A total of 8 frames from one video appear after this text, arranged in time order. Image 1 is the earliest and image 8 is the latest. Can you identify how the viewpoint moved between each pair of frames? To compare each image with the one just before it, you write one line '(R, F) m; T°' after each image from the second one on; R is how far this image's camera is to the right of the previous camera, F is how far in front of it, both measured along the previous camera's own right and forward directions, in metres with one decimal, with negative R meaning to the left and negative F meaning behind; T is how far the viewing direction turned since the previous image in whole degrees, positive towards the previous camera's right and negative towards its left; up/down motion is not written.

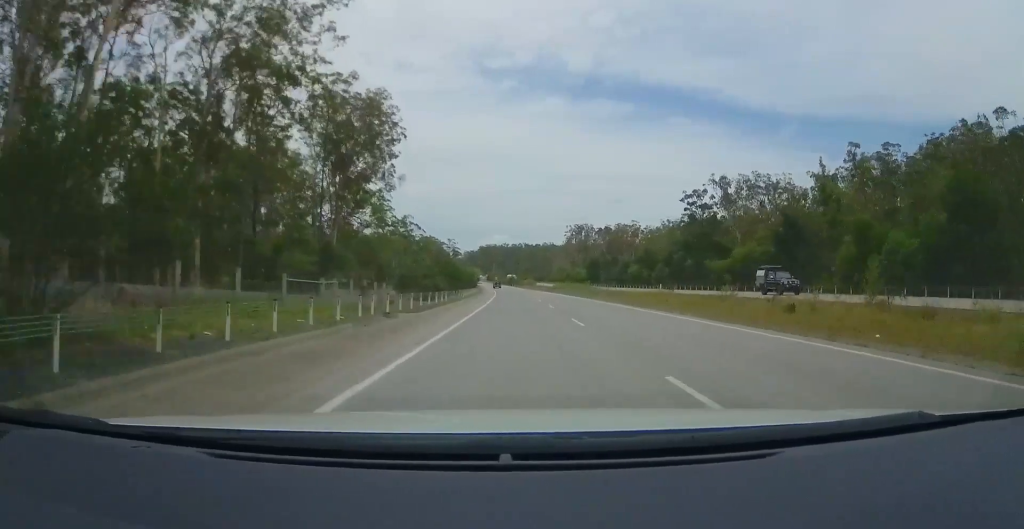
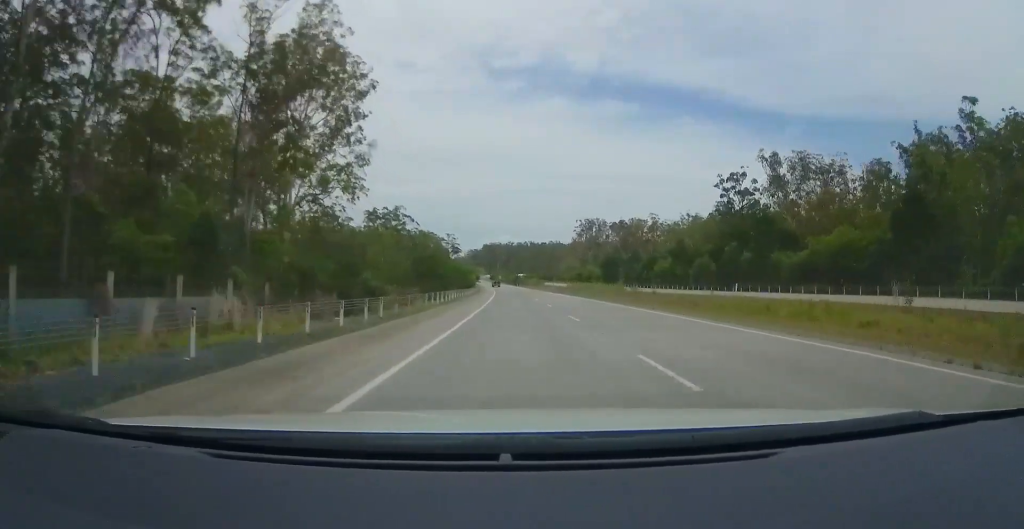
(-0.4, +20.8) m; -1°
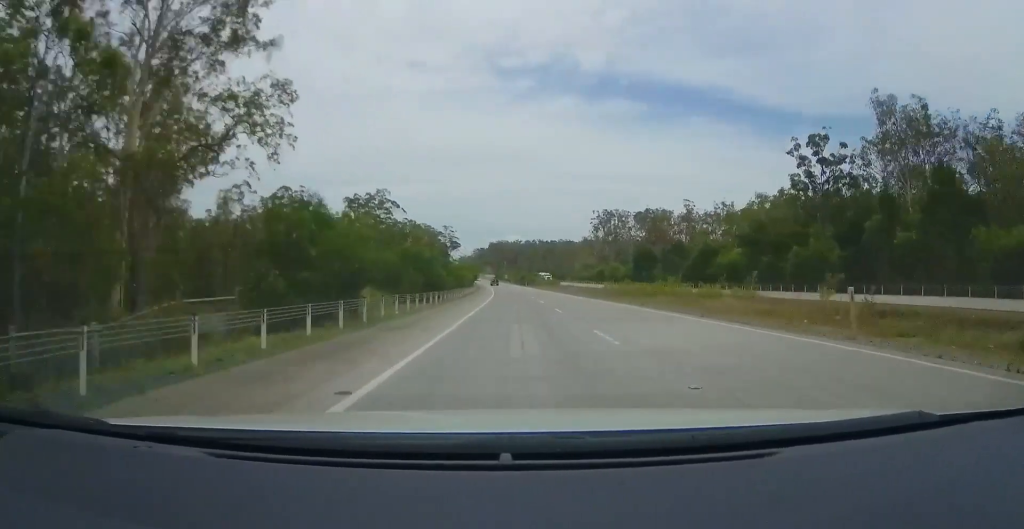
(-0.2, +30.7) m; -1°
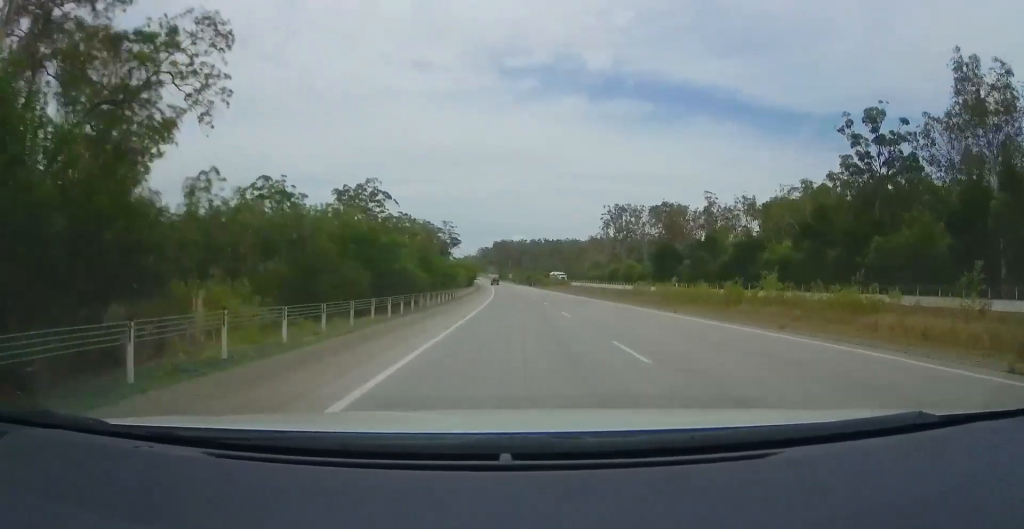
(0.0, +14.7) m; -1°
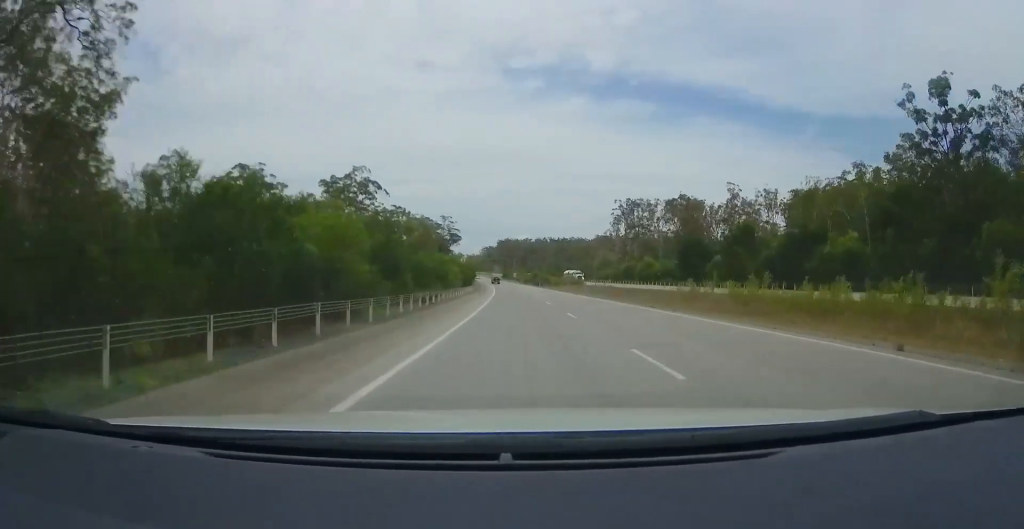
(-0.1, +13.4) m; 0°
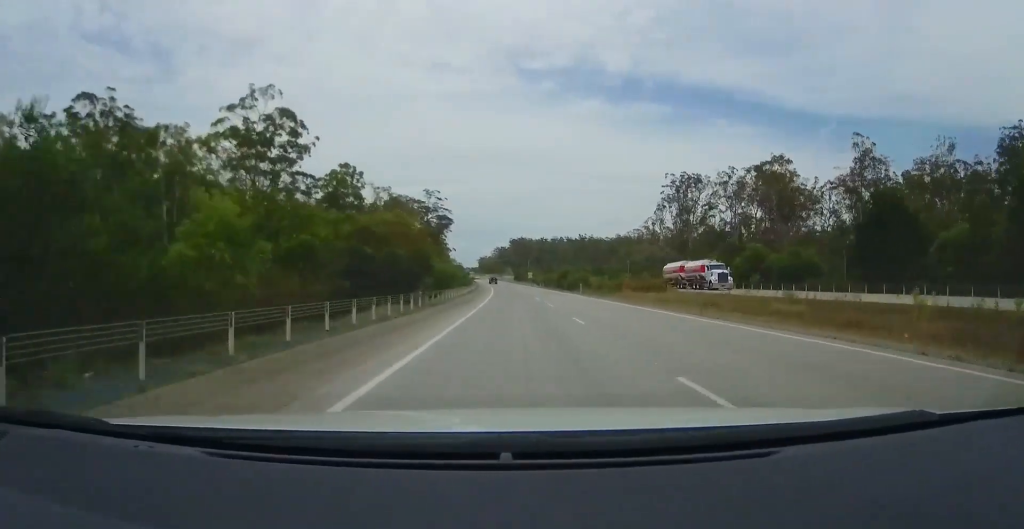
(-0.1, +49.6) m; +1°
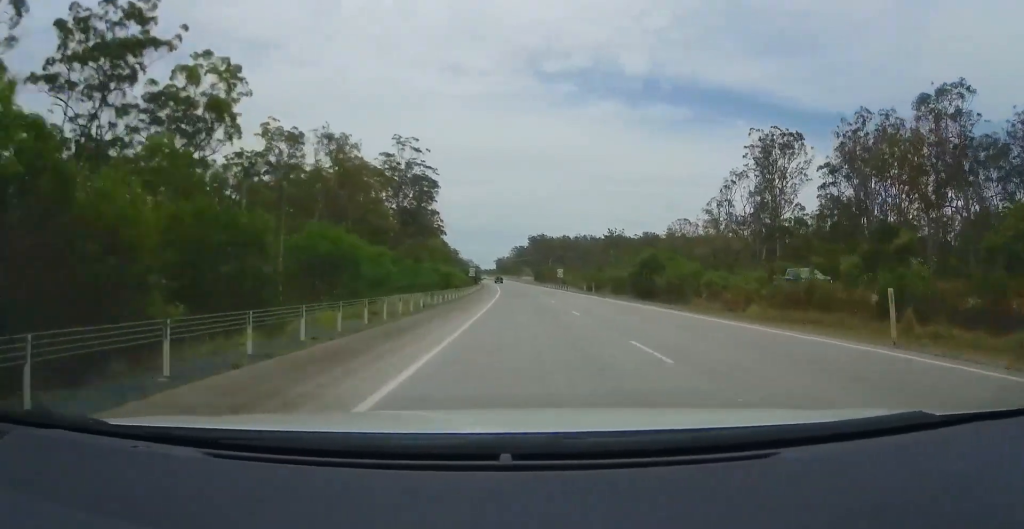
(-0.2, +42.4) m; -2°
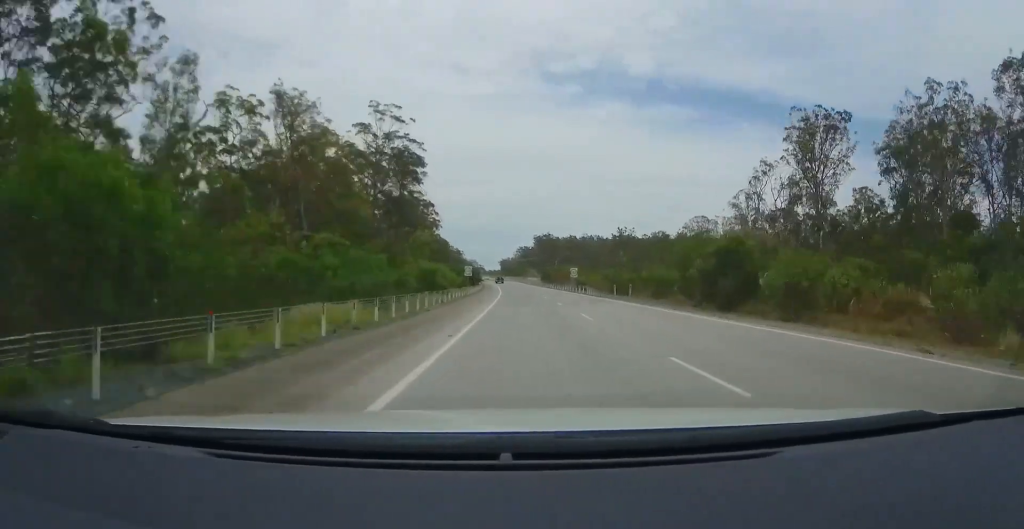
(0.0, +13.4) m; -1°
